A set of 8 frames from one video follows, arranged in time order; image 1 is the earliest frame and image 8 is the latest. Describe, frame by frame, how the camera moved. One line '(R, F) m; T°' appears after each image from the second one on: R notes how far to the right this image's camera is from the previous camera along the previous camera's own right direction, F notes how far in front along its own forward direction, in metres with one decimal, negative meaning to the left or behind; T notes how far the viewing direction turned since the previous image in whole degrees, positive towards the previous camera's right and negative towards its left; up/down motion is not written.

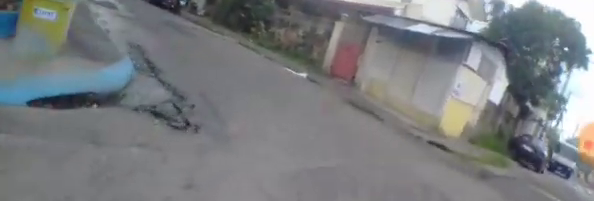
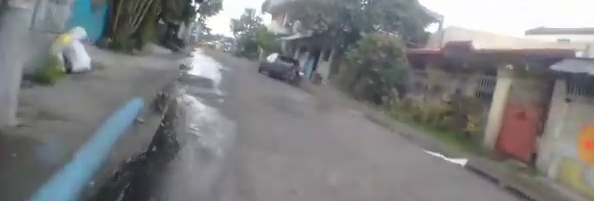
(-0.2, +2.6) m; -10°
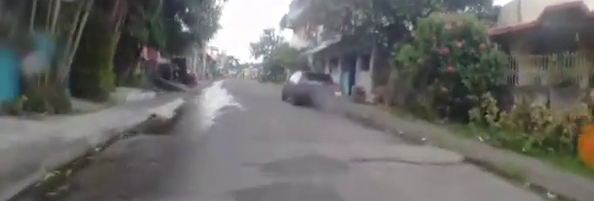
(-0.5, +3.3) m; -19°
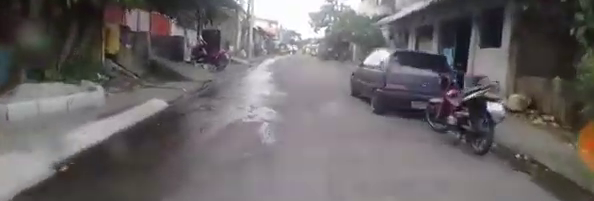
(-1.0, +4.5) m; -20°
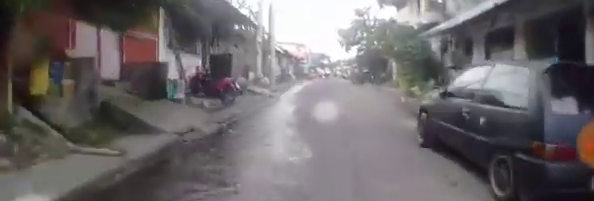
(-0.2, +2.9) m; -3°
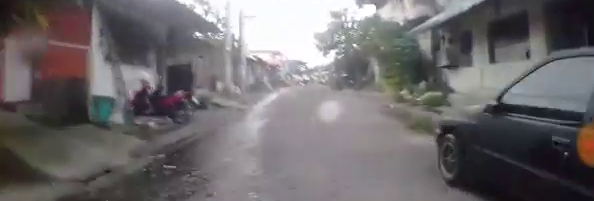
(0.0, +1.6) m; +2°
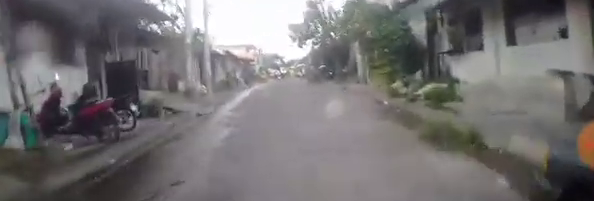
(0.0, +1.8) m; +2°
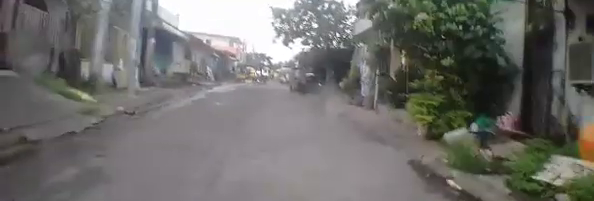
(+0.1, +5.0) m; -5°
